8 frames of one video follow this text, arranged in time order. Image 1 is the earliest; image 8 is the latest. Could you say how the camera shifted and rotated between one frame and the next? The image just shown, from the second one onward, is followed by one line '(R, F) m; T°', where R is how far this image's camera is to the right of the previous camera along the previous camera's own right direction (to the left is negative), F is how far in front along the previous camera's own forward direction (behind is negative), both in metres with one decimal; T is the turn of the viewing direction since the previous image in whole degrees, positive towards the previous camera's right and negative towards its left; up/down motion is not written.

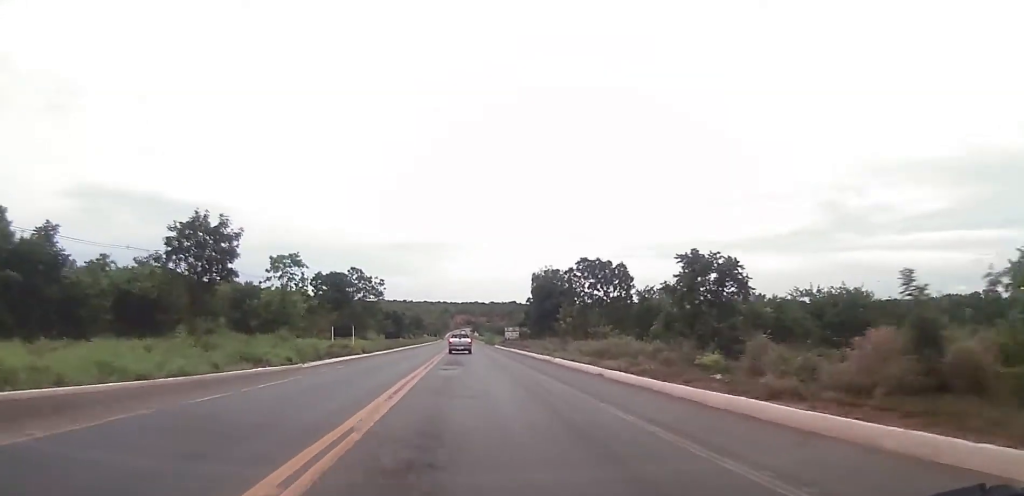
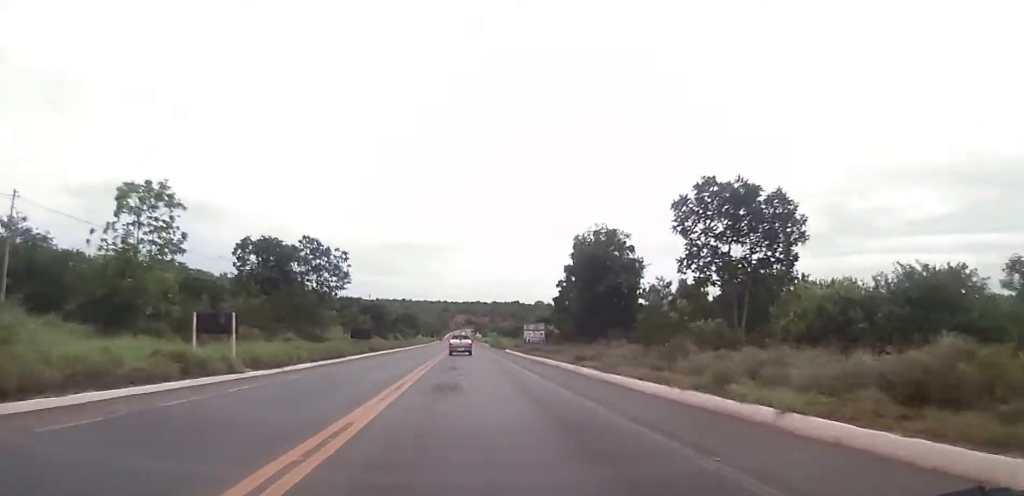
(-0.5, +29.3) m; -2°
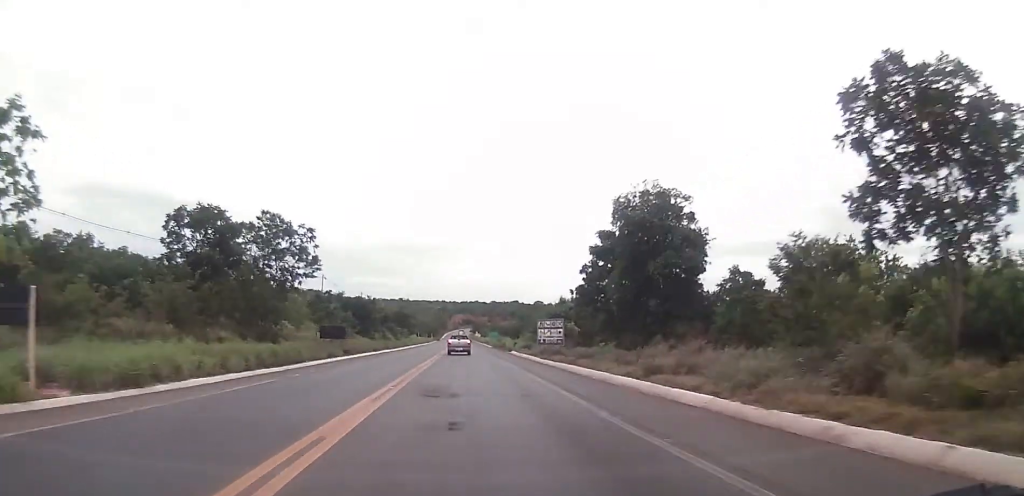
(-0.3, +13.4) m; 0°
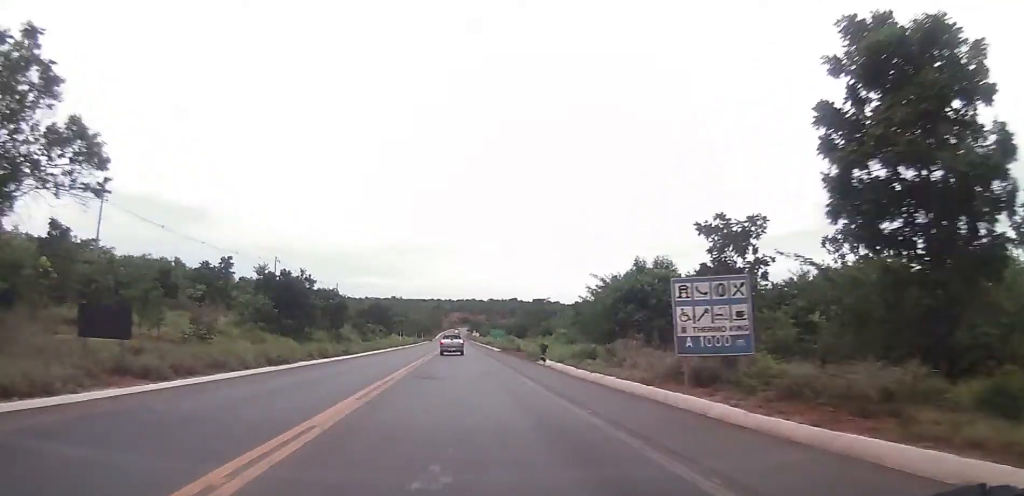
(+0.9, +34.2) m; +1°
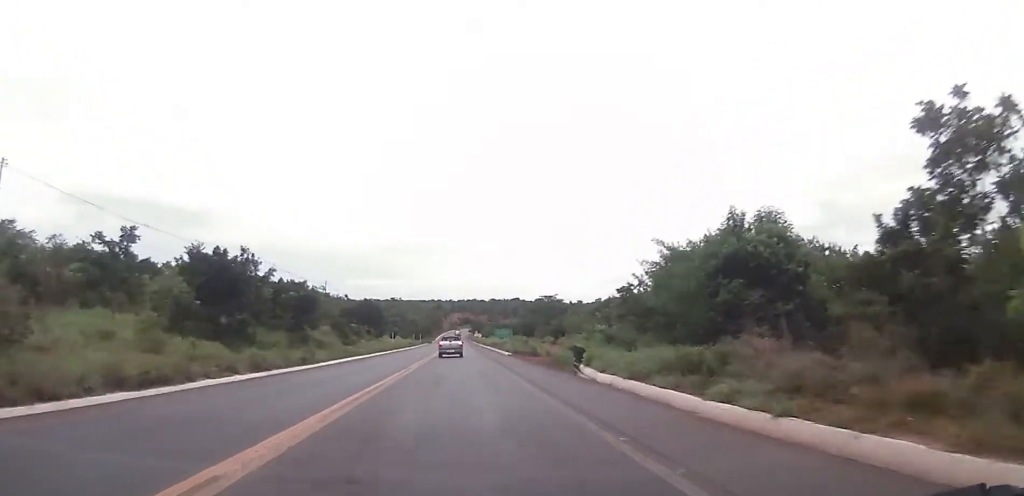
(+0.1, +14.8) m; 0°
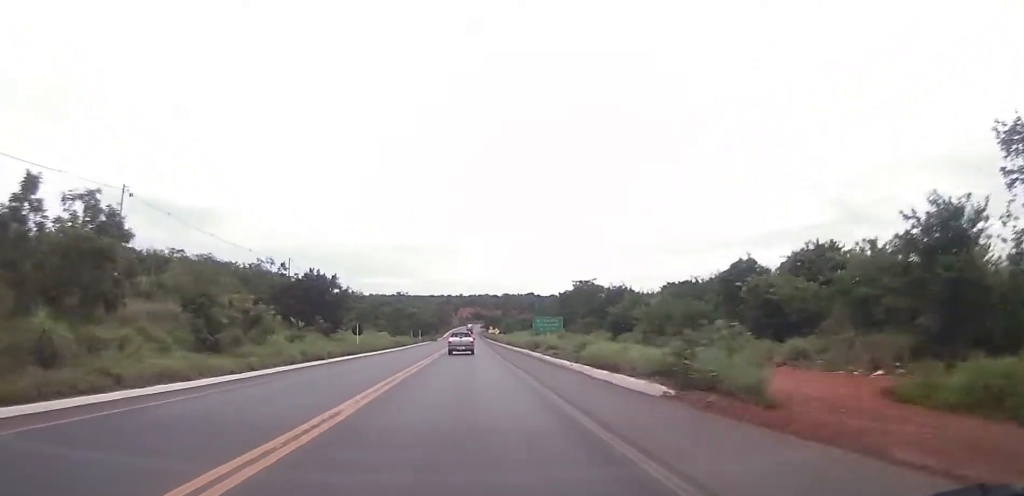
(-0.2, +41.5) m; +1°
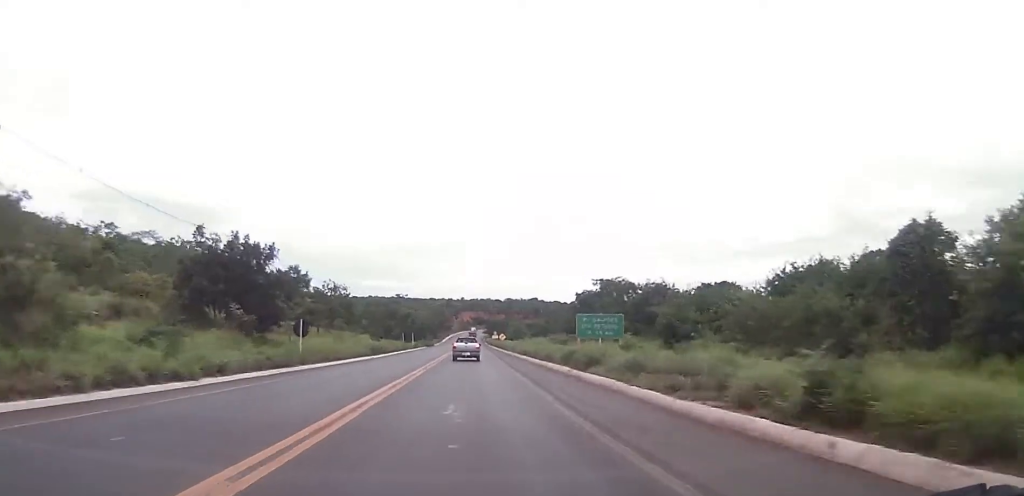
(+0.4, +21.4) m; +2°
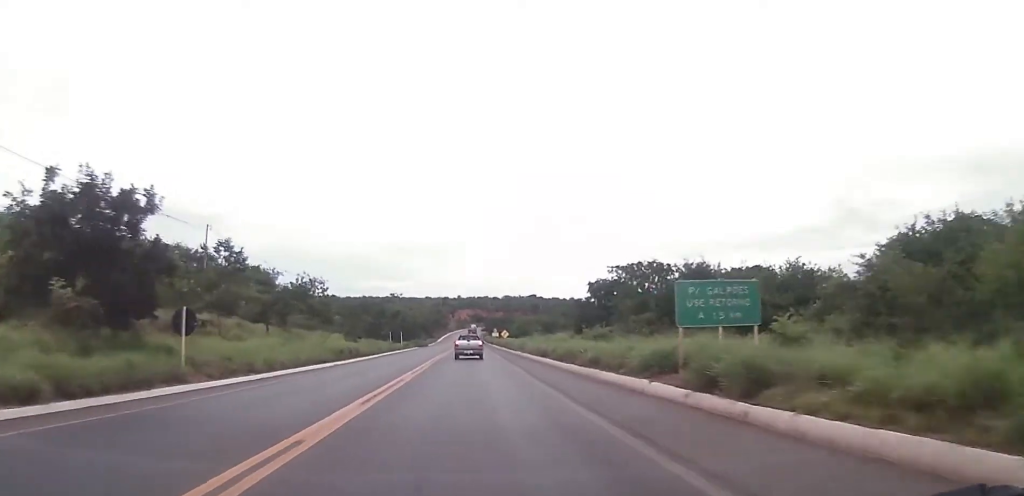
(+0.2, +17.0) m; +1°
